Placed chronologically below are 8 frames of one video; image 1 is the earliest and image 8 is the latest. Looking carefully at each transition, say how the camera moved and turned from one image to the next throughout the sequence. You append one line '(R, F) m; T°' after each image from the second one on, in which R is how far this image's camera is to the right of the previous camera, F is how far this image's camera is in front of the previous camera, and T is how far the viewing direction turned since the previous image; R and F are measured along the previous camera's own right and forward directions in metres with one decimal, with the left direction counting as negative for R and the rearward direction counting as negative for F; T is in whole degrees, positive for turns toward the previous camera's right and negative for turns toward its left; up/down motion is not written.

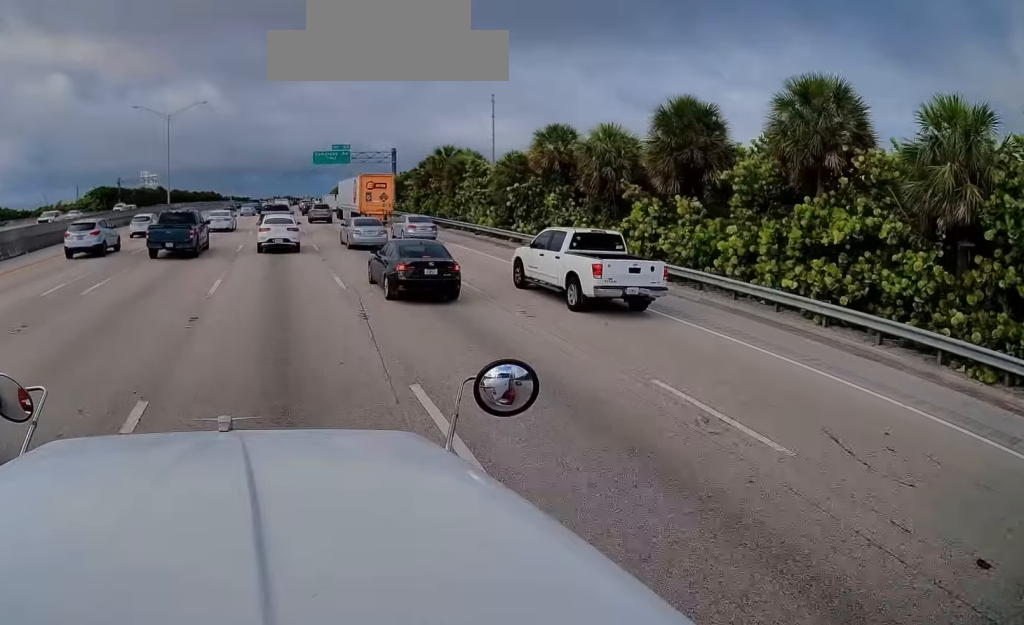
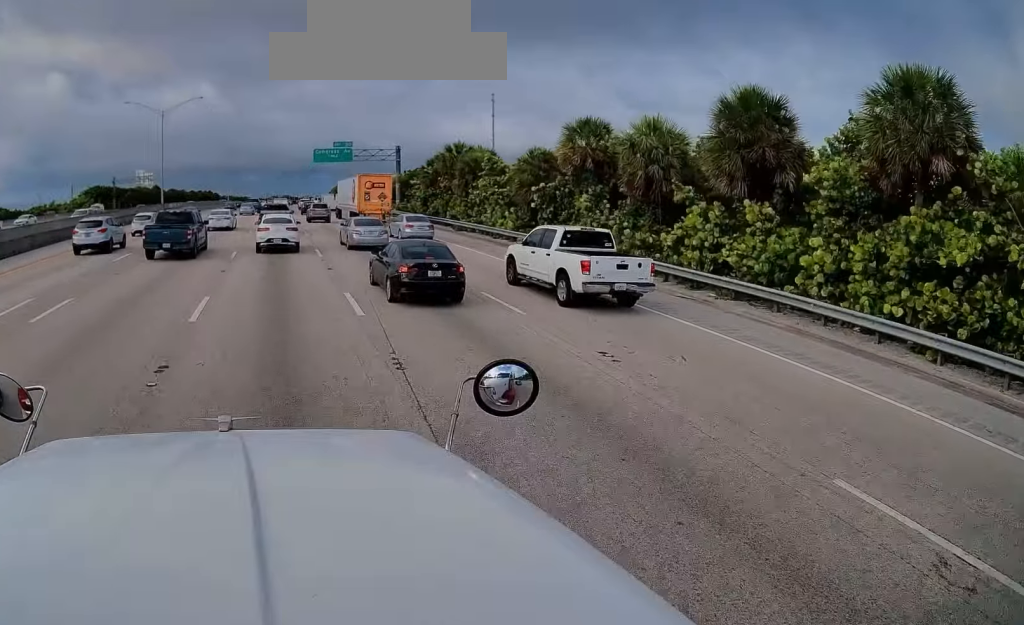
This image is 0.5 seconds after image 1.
(0.0, +3.5) m; 0°
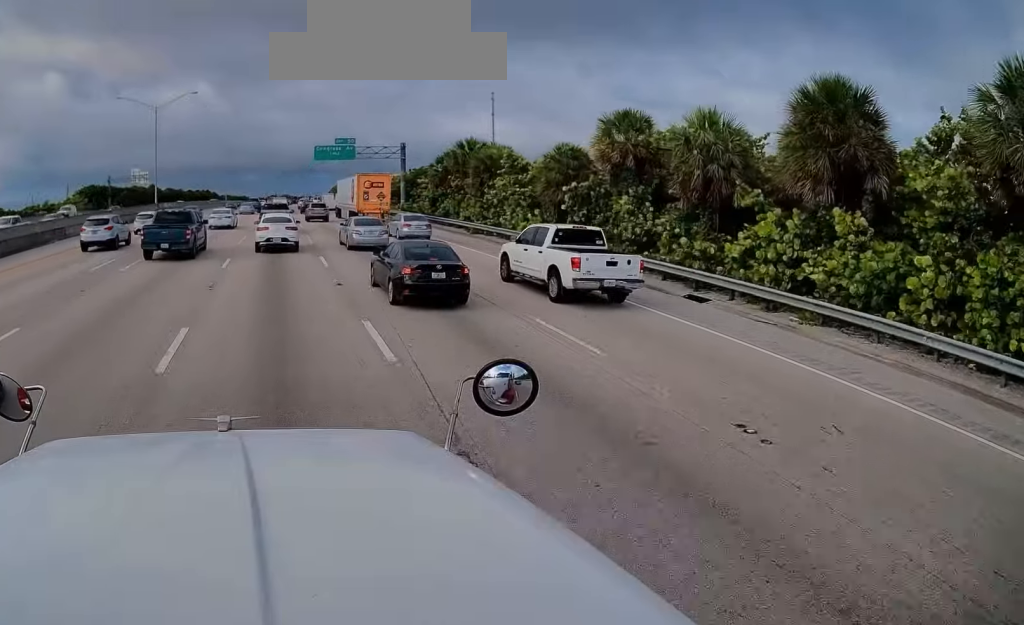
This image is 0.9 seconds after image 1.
(0.0, +3.5) m; -1°
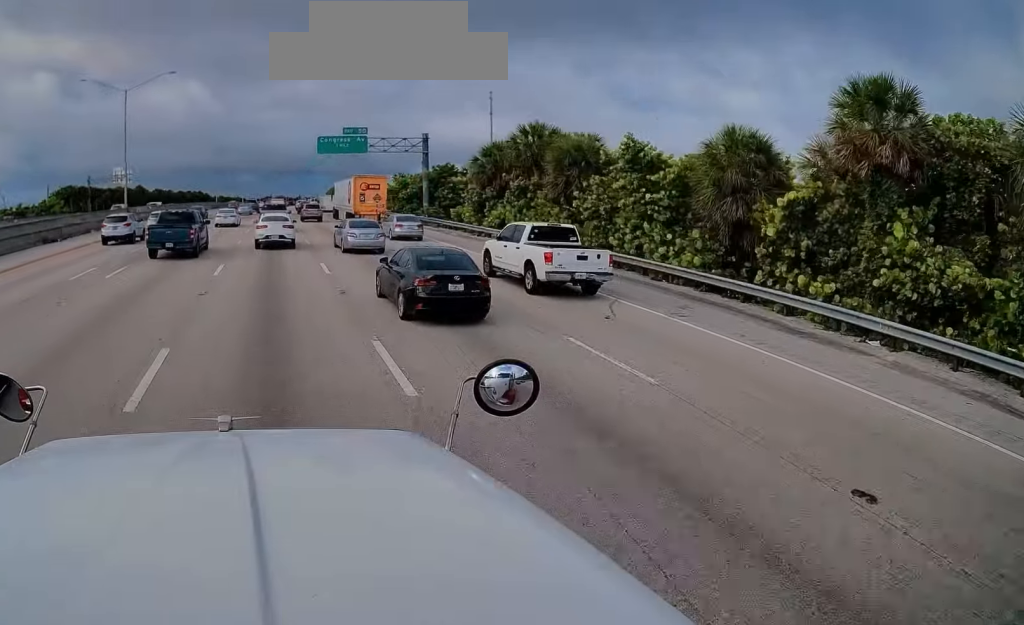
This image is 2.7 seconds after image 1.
(0.0, +12.2) m; +1°
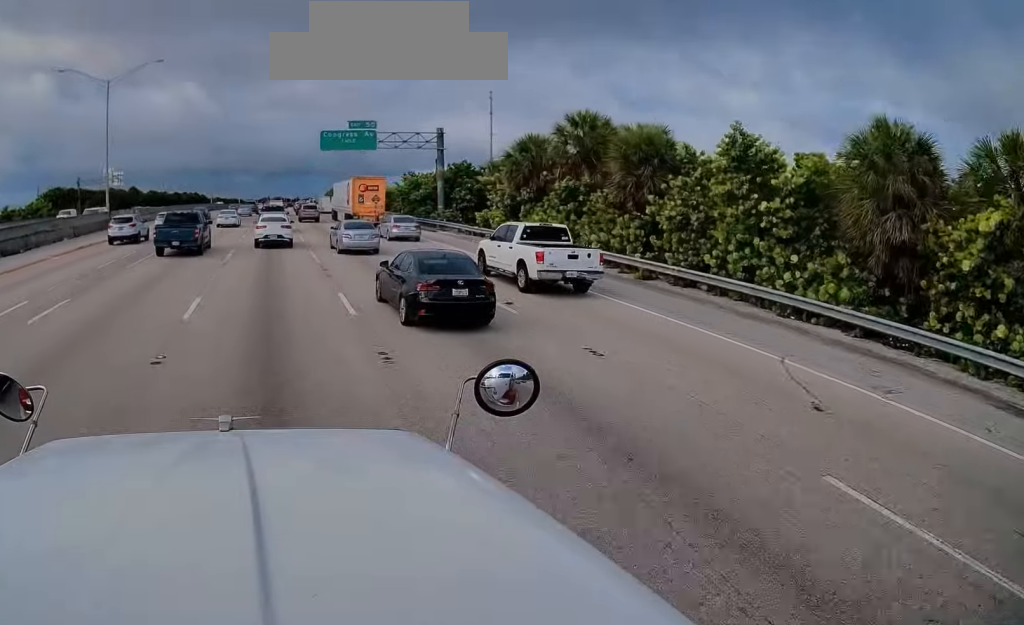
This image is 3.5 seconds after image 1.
(+0.1, +5.2) m; +1°
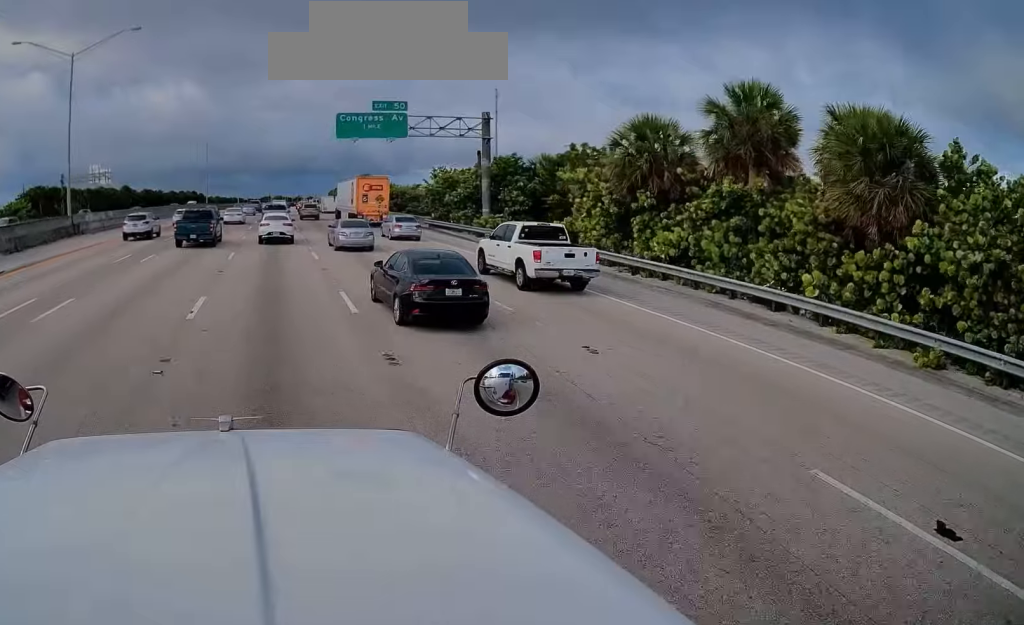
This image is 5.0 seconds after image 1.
(0.0, +9.9) m; -2°
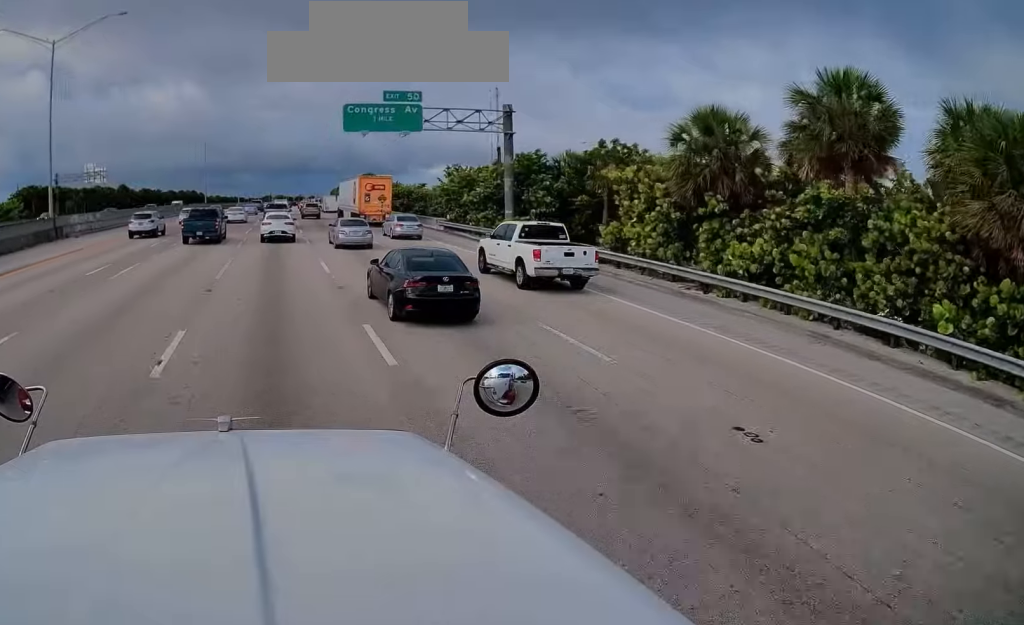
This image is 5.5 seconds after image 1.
(-0.1, +3.6) m; 0°
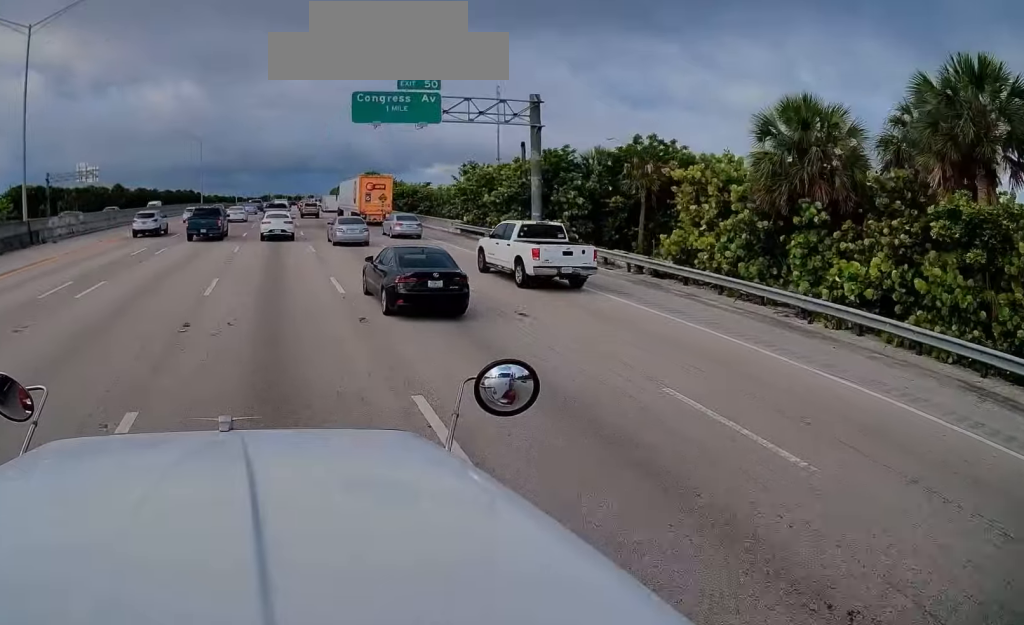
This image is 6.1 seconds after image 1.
(-0.2, +4.4) m; 0°
